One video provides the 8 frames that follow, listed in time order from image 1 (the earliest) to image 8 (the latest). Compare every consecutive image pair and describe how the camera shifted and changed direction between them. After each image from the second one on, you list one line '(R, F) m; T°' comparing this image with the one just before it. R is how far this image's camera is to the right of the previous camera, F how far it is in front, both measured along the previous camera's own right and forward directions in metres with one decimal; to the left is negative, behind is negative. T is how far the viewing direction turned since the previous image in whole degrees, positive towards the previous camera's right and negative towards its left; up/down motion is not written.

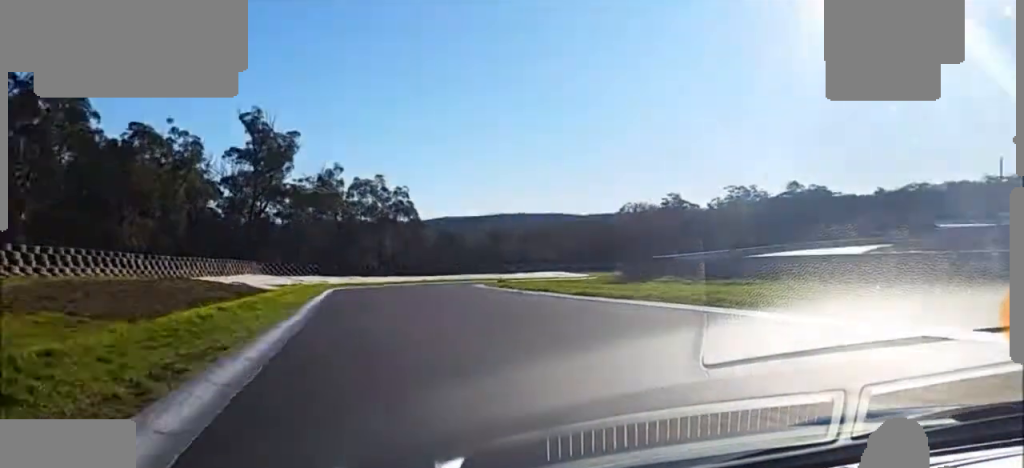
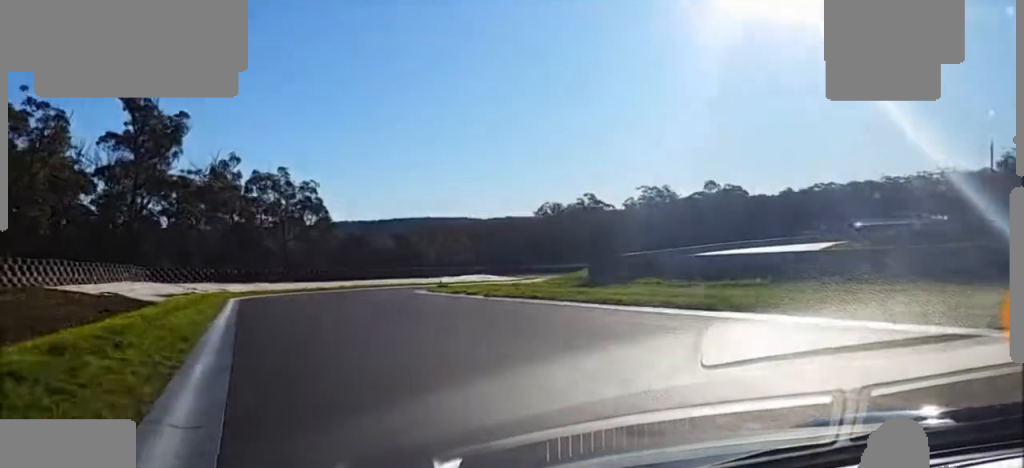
(+3.7, +12.7) m; +9°
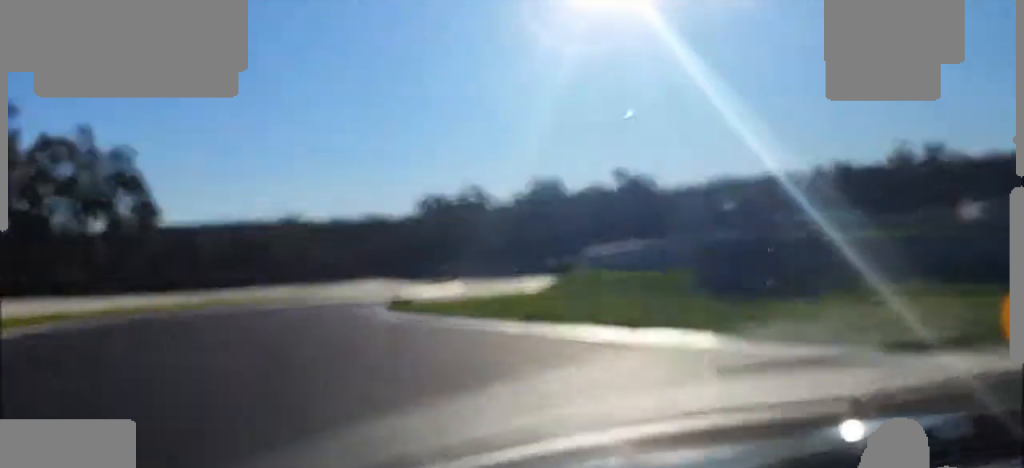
(+5.7, +29.5) m; +12°
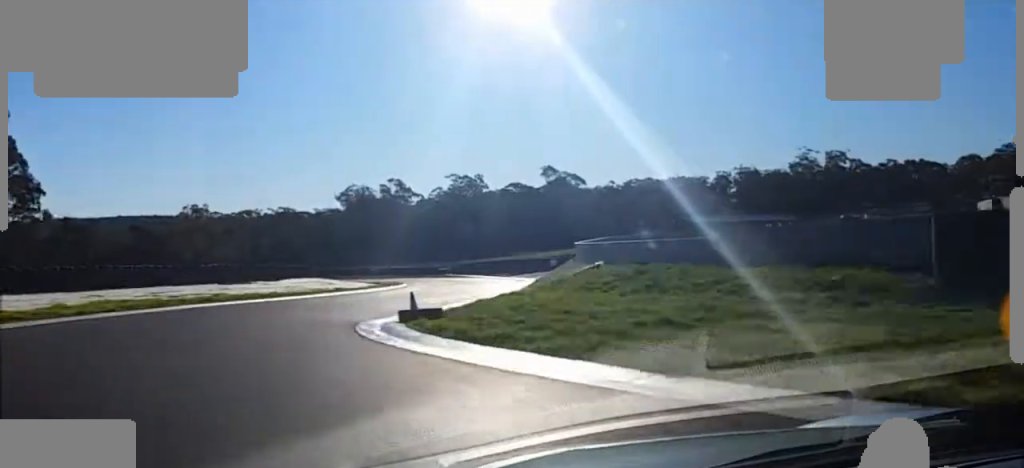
(+0.9, +17.7) m; +1°
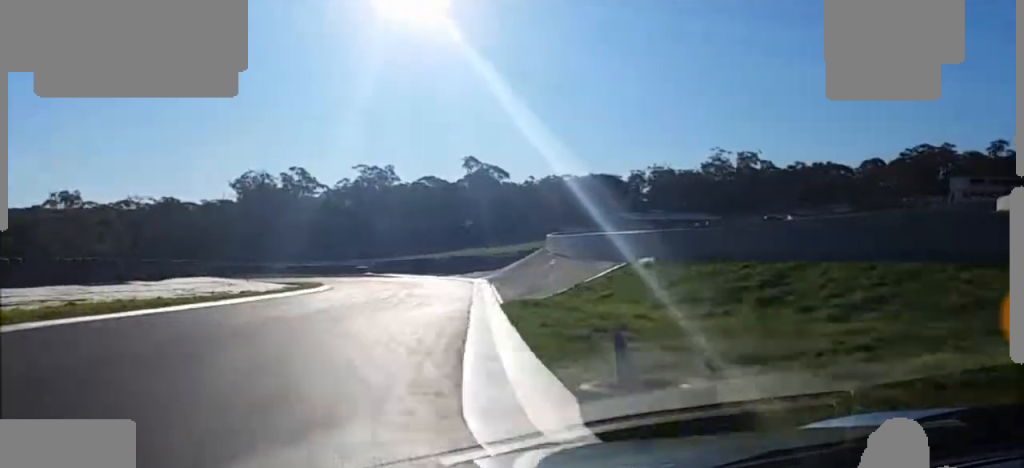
(-0.7, +15.3) m; 0°
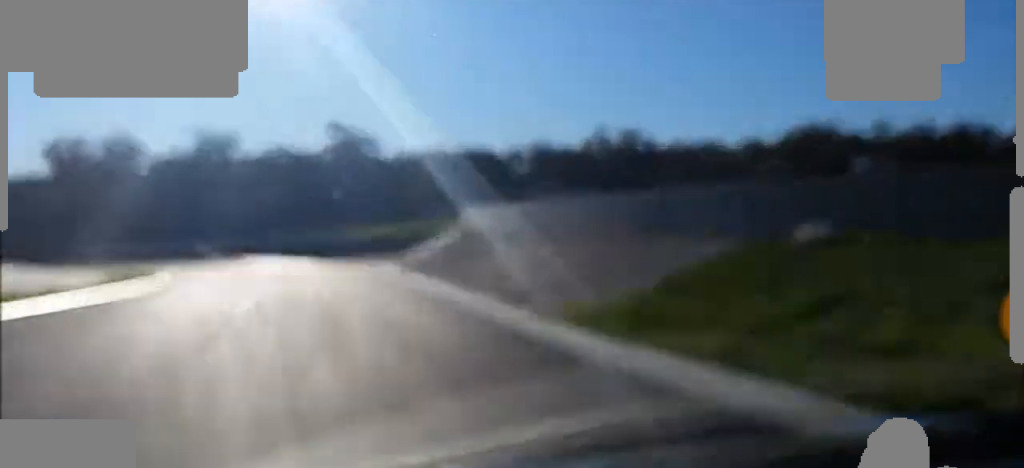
(-0.4, +11.5) m; +1°
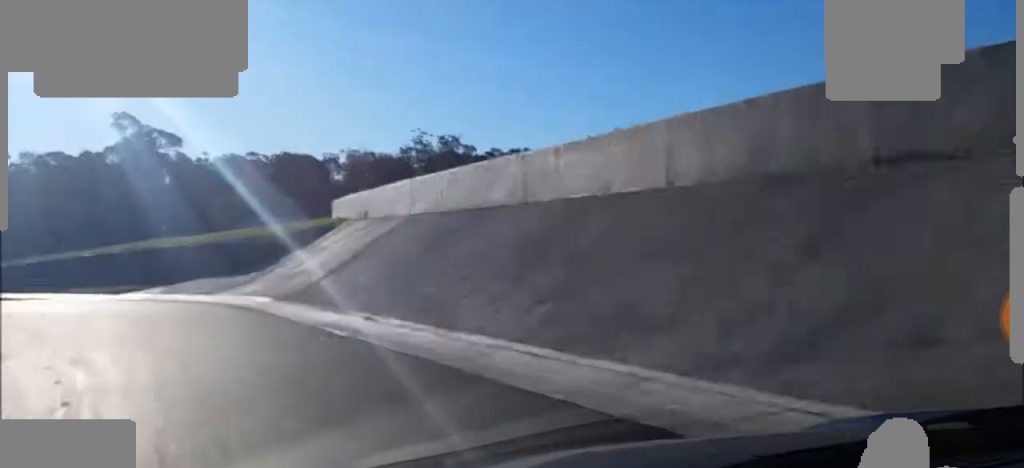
(+3.7, +25.9) m; +16°
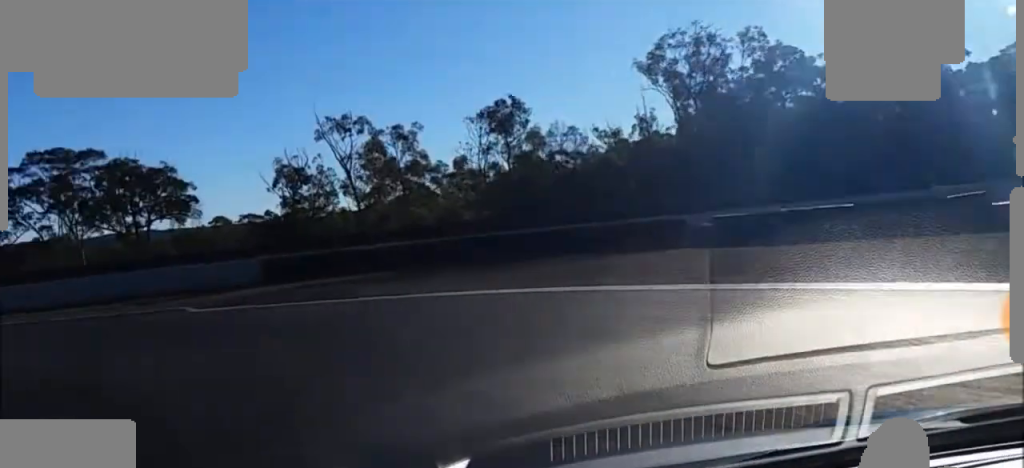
(-3.9, +34.6) m; -41°
